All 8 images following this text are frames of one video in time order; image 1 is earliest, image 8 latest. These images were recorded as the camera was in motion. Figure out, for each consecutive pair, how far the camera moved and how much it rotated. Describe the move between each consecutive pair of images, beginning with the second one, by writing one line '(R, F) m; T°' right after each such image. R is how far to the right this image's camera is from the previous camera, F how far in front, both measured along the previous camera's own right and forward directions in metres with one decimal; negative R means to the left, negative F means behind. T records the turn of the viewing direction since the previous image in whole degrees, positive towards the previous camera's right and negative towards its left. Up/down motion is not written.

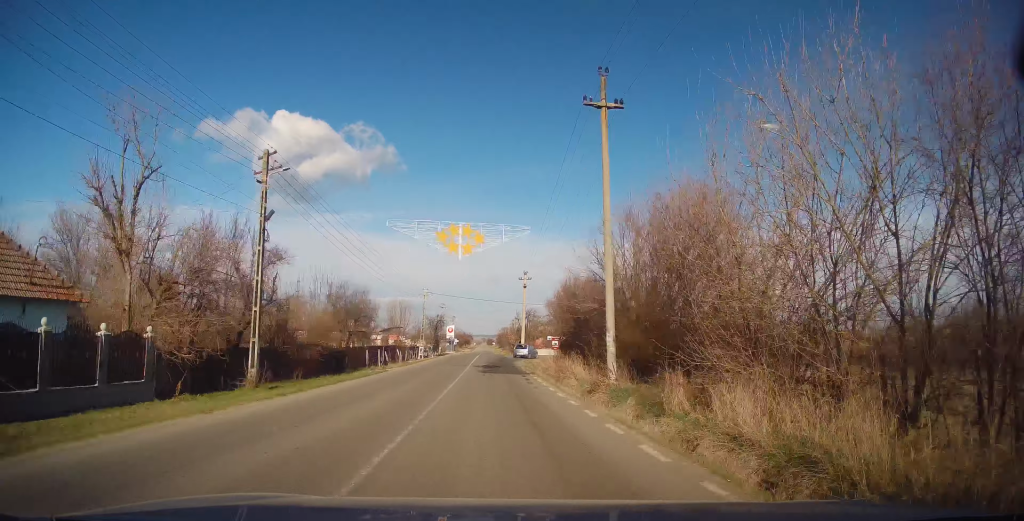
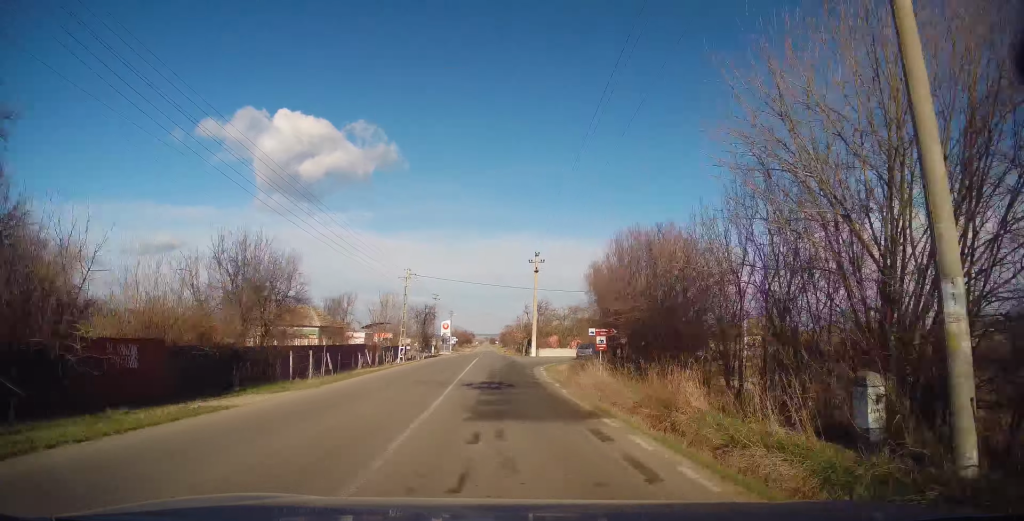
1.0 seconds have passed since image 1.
(0.0, +15.3) m; -1°
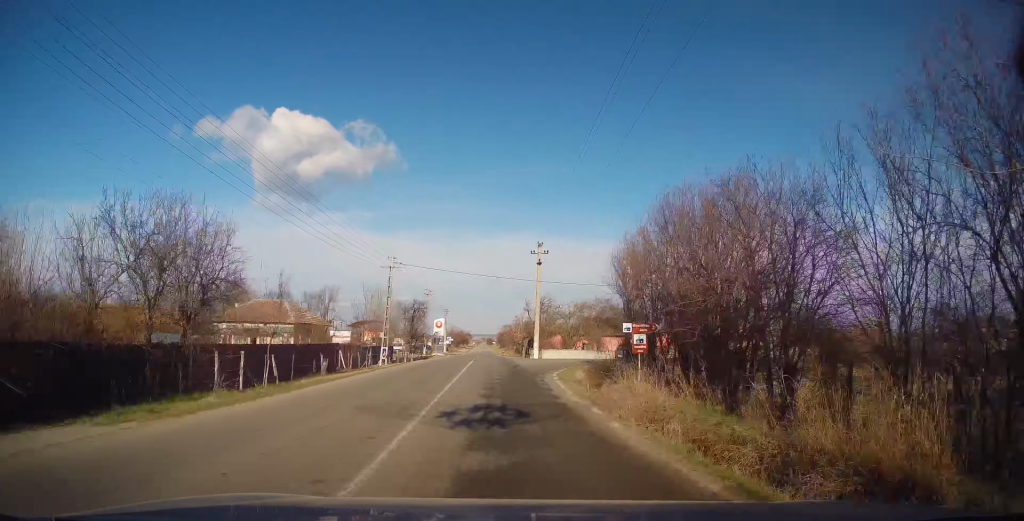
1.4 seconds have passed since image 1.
(-0.1, +6.5) m; 0°
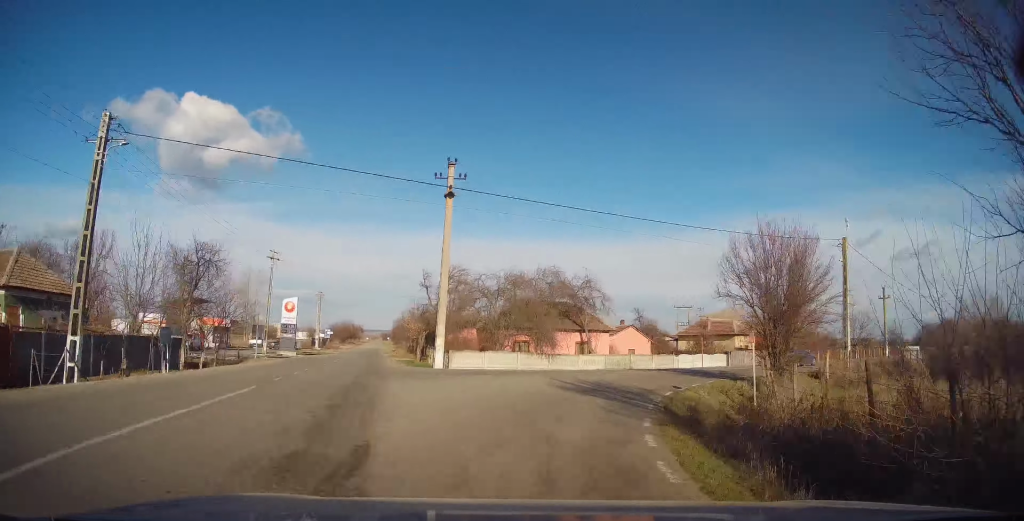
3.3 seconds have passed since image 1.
(+1.3, +24.7) m; +11°
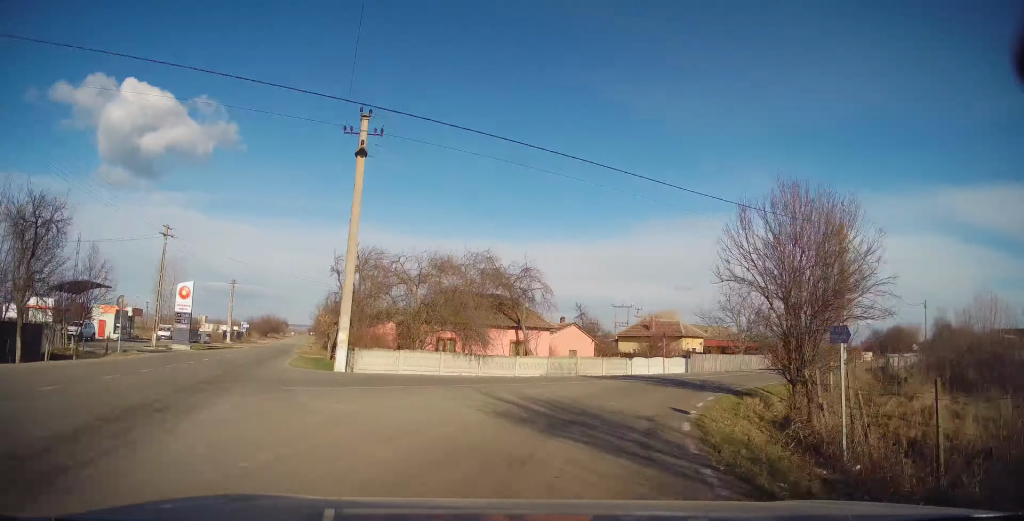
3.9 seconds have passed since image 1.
(0.0, +6.7) m; +7°
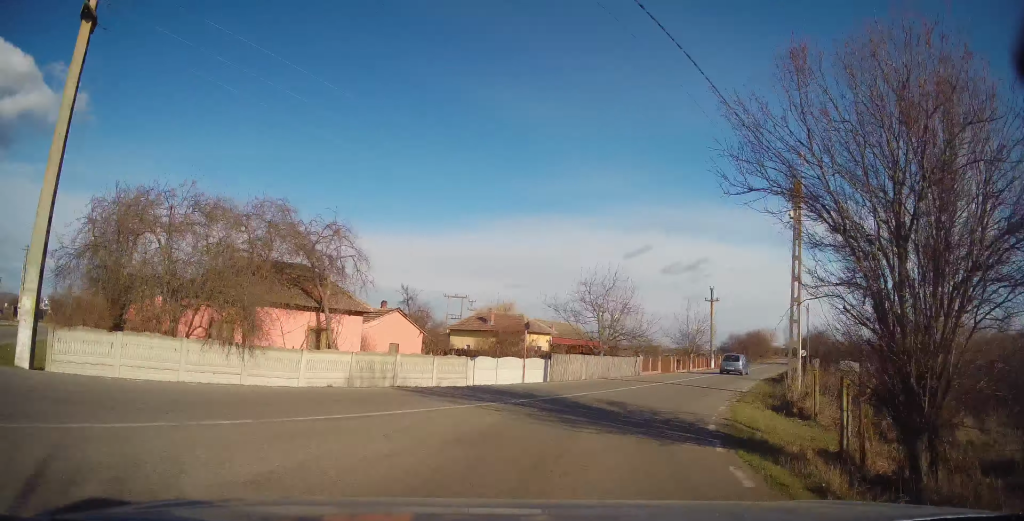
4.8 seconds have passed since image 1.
(+1.3, +10.6) m; +19°
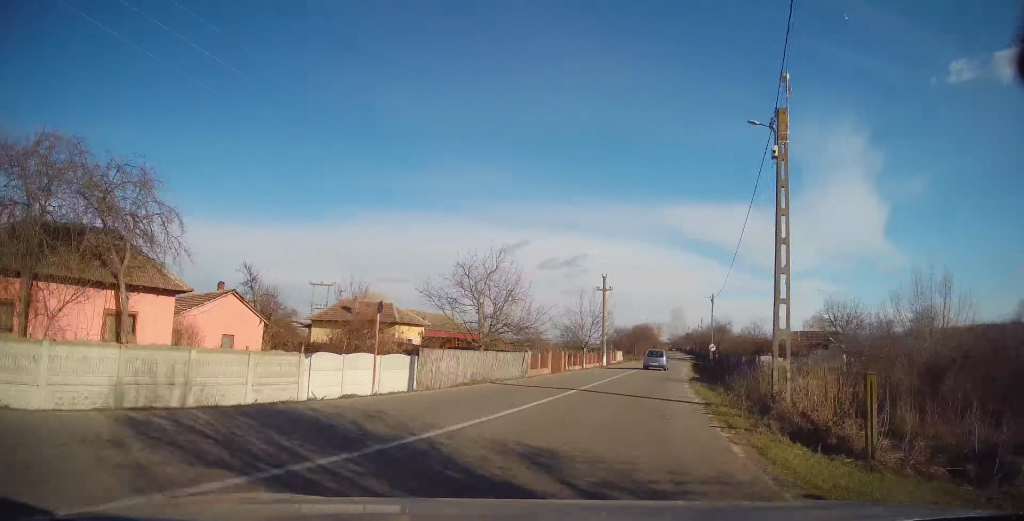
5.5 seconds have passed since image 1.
(+1.5, +7.4) m; +13°
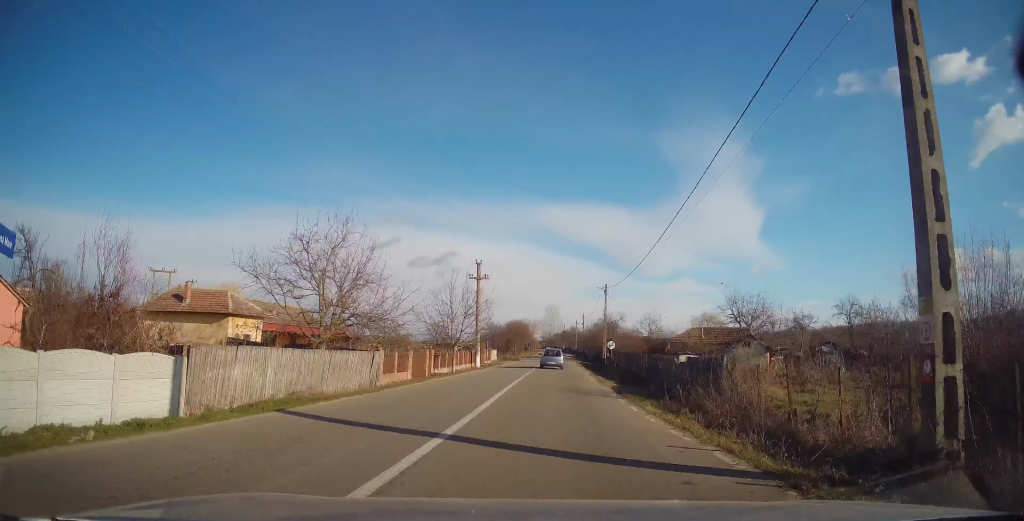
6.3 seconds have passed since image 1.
(+1.2, +9.2) m; +11°
